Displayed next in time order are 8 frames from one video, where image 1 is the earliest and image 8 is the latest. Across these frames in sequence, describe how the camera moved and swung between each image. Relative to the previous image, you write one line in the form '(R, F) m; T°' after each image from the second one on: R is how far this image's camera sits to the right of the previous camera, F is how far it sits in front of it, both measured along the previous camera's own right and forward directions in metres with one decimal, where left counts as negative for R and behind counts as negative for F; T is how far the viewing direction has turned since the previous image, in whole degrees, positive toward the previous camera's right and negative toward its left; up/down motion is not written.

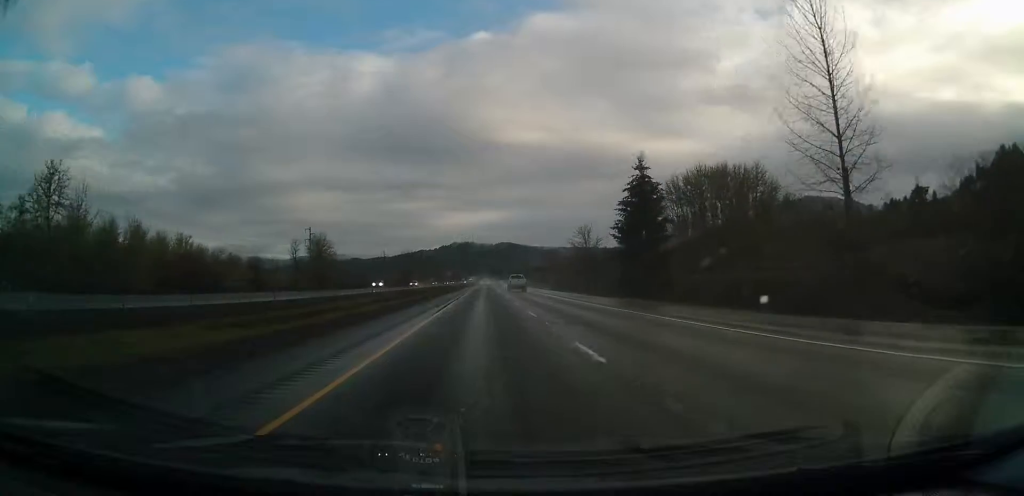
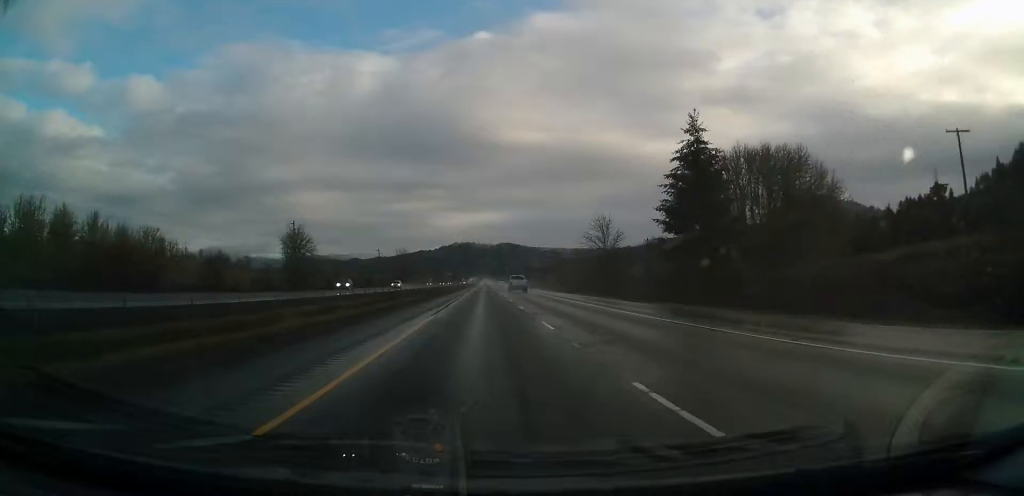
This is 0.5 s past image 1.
(0.0, +16.9) m; 0°
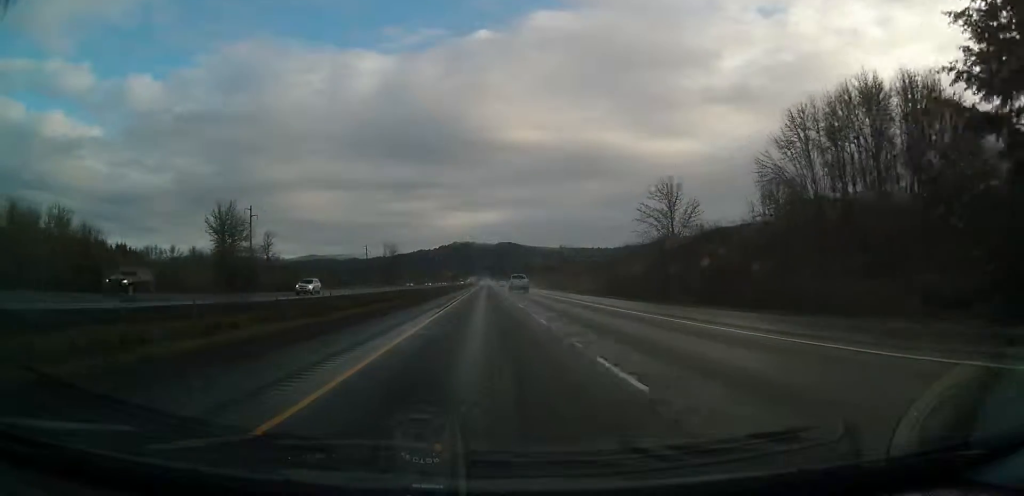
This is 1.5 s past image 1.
(+0.2, +33.9) m; 0°
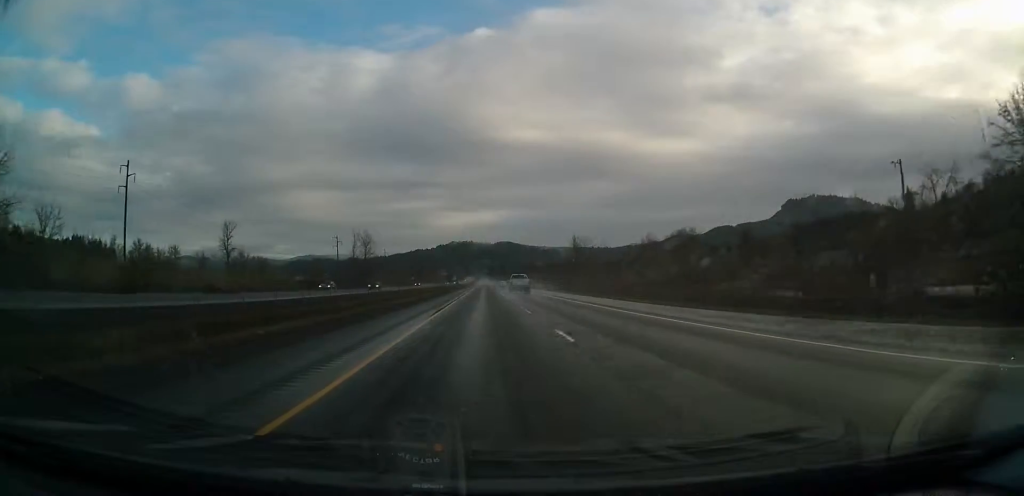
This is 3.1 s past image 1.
(-0.2, +54.4) m; -1°
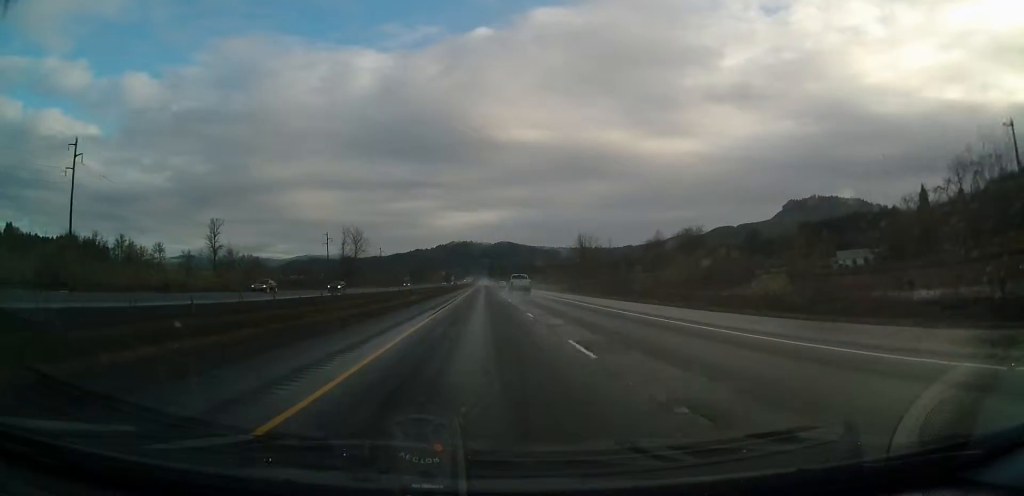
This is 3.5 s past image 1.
(0.0, +14.8) m; 0°
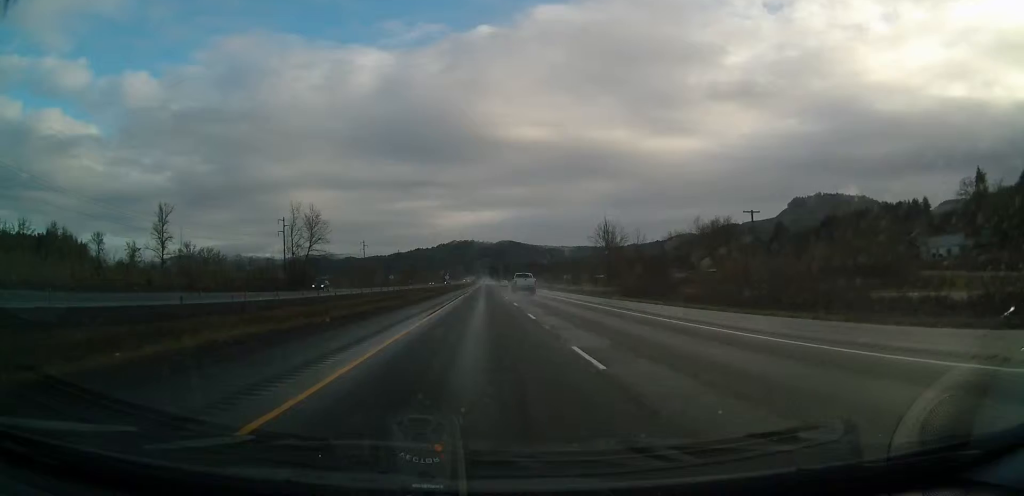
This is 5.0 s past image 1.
(0.0, +49.8) m; +1°
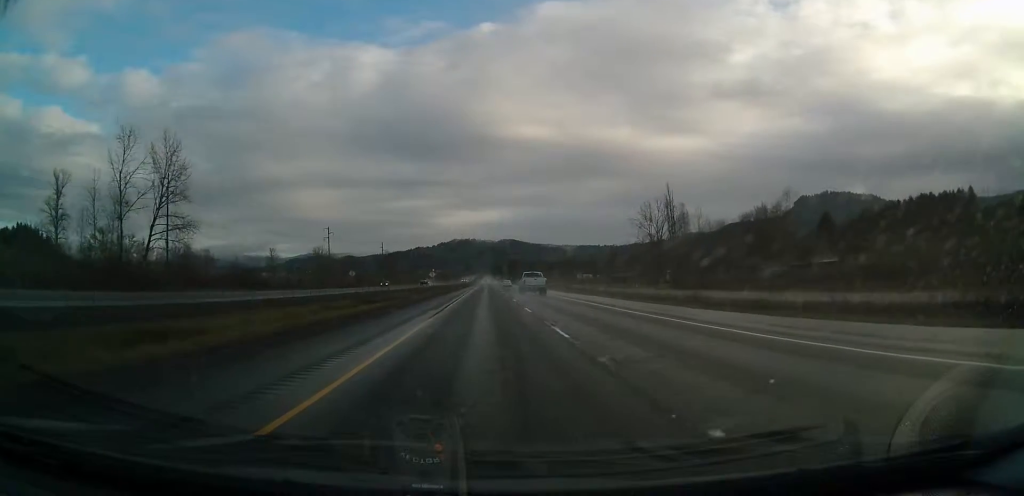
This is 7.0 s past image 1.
(-0.1, +67.3) m; 0°
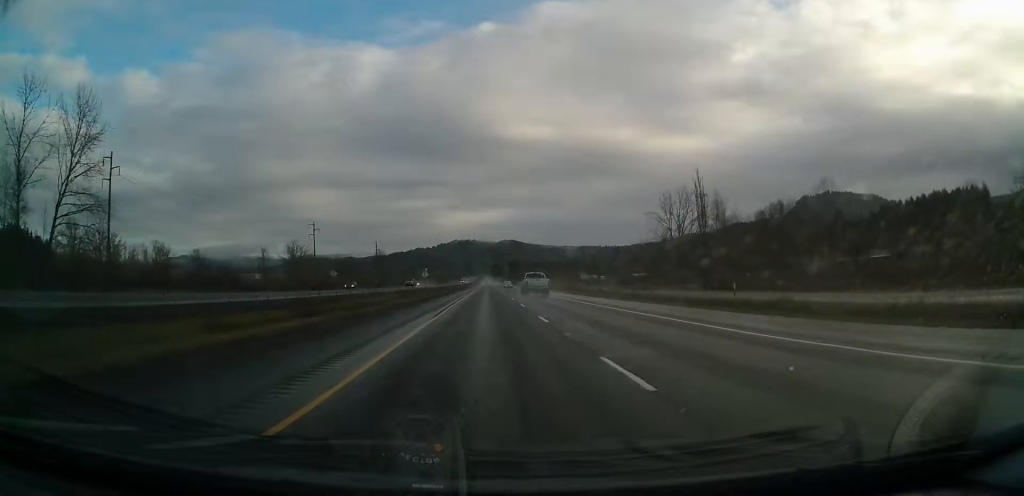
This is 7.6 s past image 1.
(-0.1, +19.0) m; 0°
